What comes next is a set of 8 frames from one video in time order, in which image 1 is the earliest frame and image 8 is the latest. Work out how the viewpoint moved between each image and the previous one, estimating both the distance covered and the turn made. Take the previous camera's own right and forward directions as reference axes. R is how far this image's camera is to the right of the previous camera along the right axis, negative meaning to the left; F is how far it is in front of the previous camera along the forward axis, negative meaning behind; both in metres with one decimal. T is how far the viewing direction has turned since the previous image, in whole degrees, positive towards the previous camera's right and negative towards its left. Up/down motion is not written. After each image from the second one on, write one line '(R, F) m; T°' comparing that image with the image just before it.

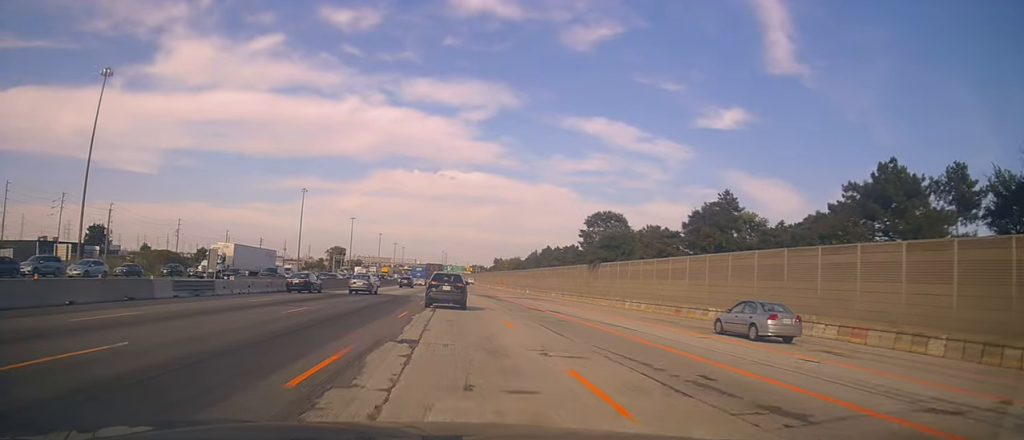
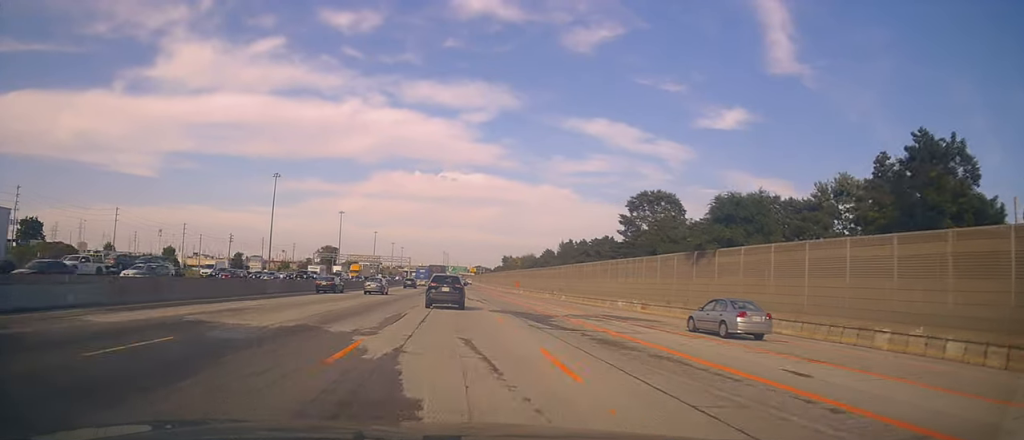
(-0.6, +33.3) m; -1°
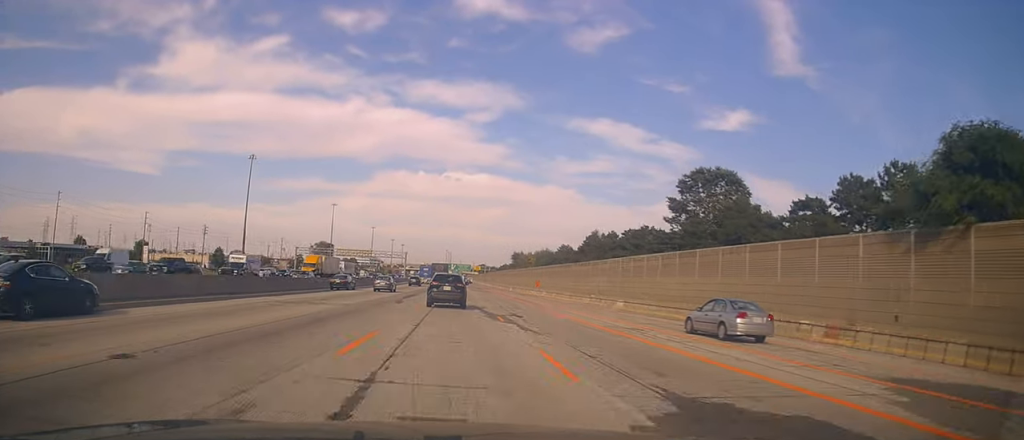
(0.0, +22.8) m; +1°
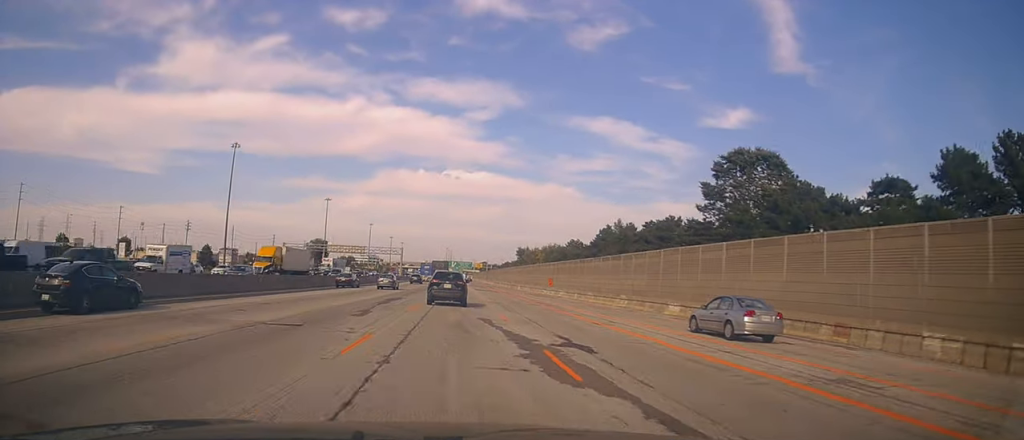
(+0.1, +11.8) m; 0°
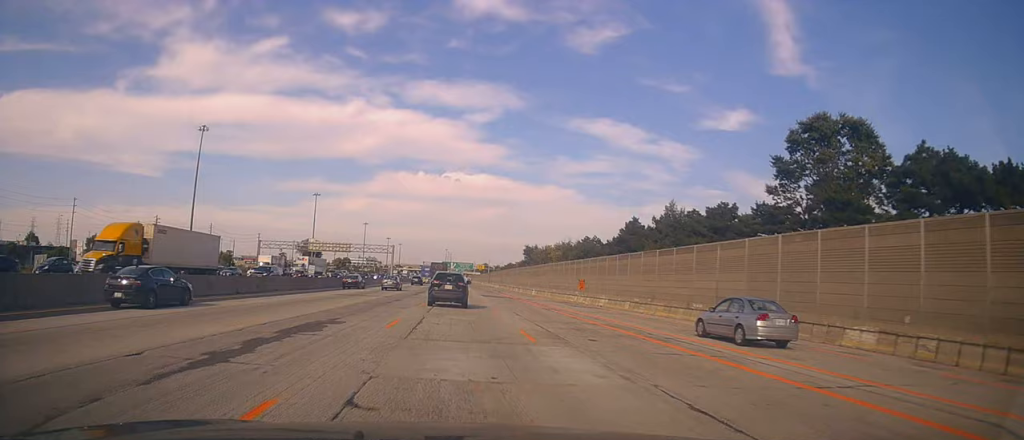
(+0.2, +18.5) m; 0°
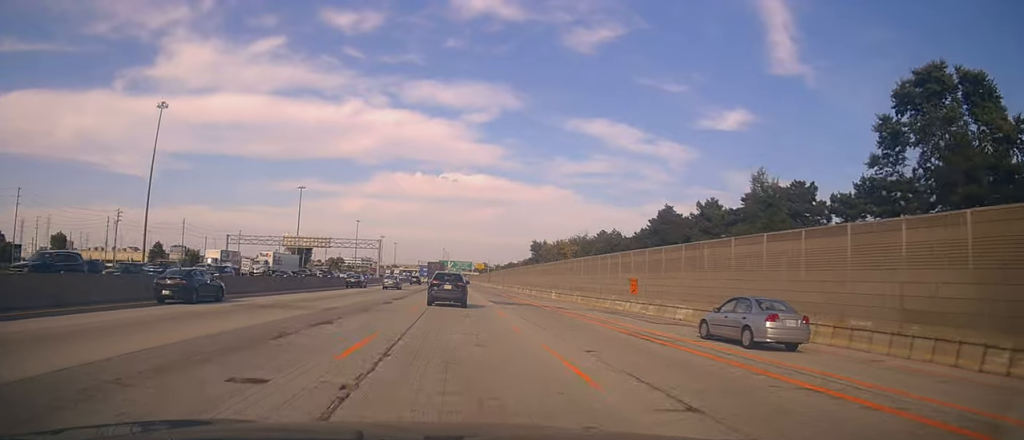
(-0.2, +18.1) m; 0°
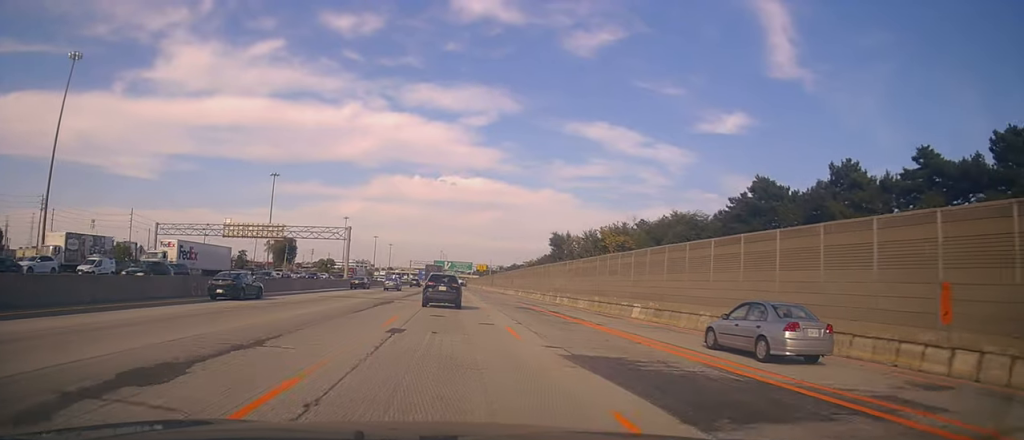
(+0.4, +28.5) m; +1°
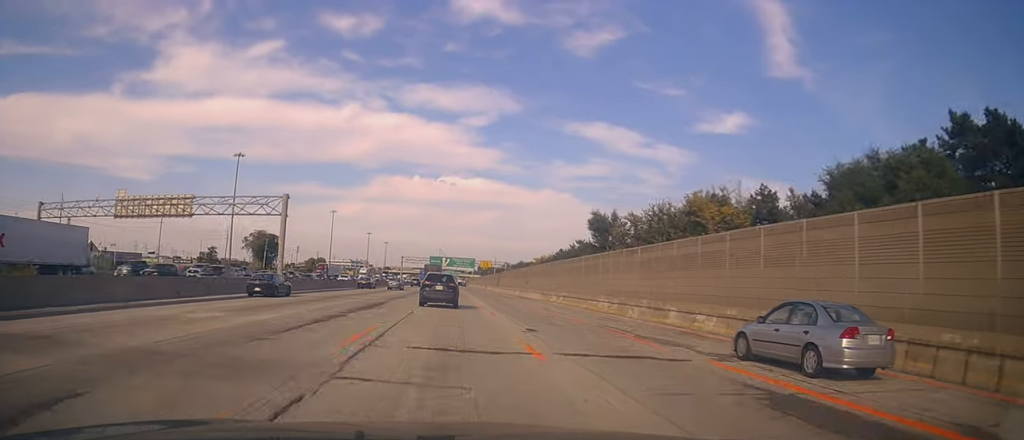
(0.0, +28.5) m; -2°
